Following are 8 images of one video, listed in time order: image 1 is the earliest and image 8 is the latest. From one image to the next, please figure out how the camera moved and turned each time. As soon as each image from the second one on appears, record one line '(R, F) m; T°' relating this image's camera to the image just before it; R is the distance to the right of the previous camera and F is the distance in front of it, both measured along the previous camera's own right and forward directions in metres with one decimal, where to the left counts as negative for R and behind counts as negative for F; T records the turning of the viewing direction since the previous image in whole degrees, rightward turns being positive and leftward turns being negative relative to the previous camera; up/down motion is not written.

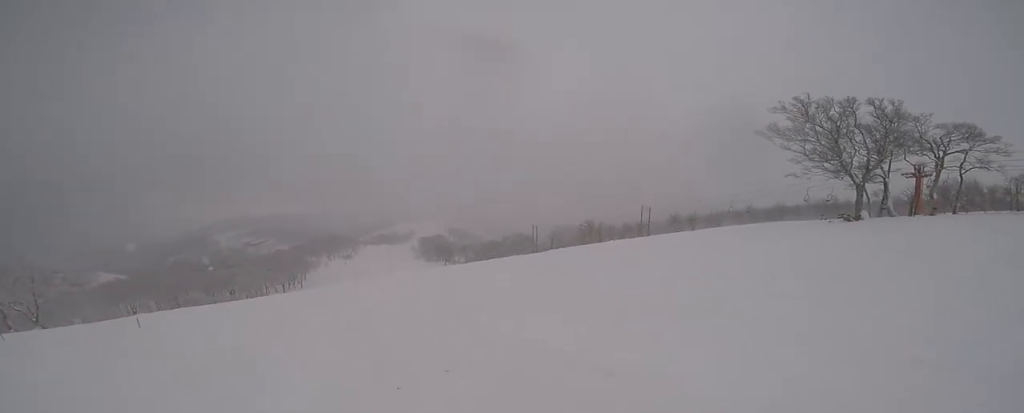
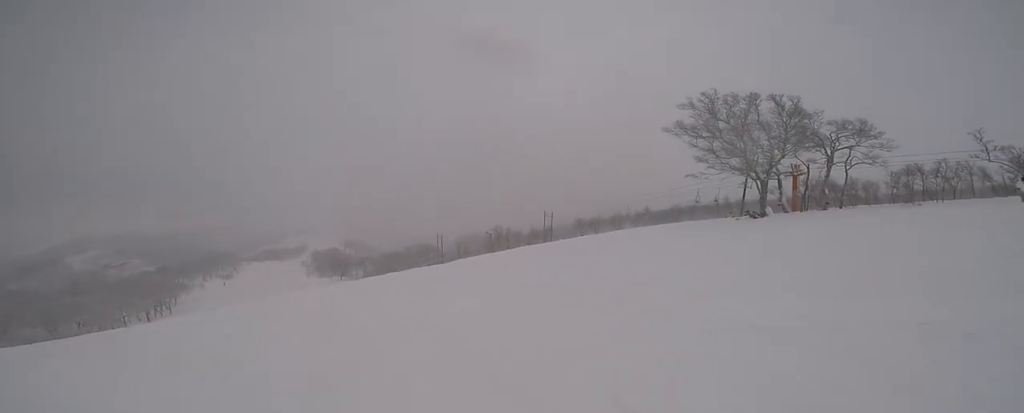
(+0.5, +3.3) m; +24°
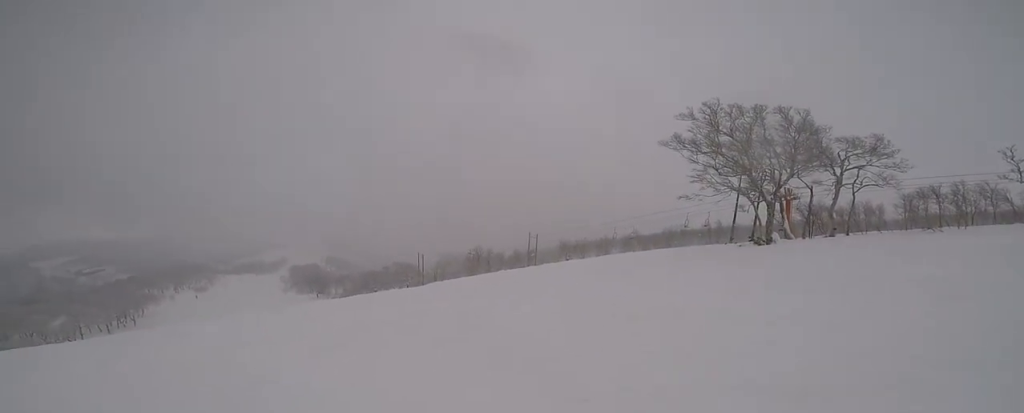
(+1.1, +3.6) m; +15°
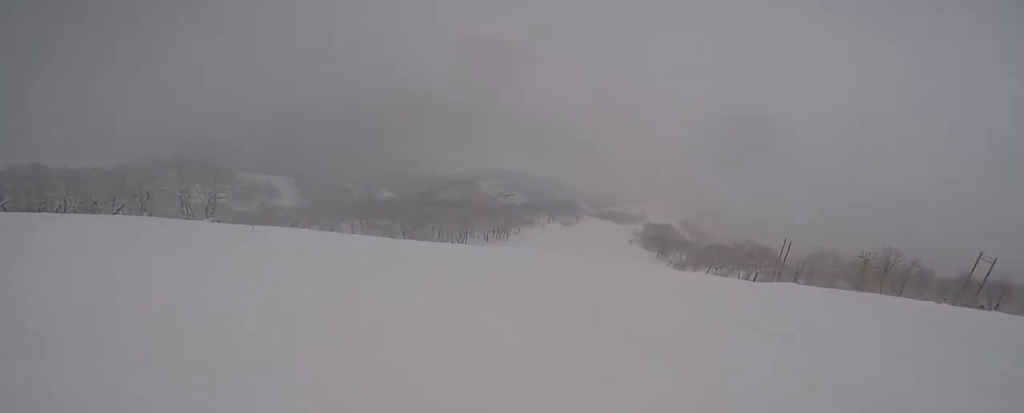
(-1.4, +11.1) m; -42°
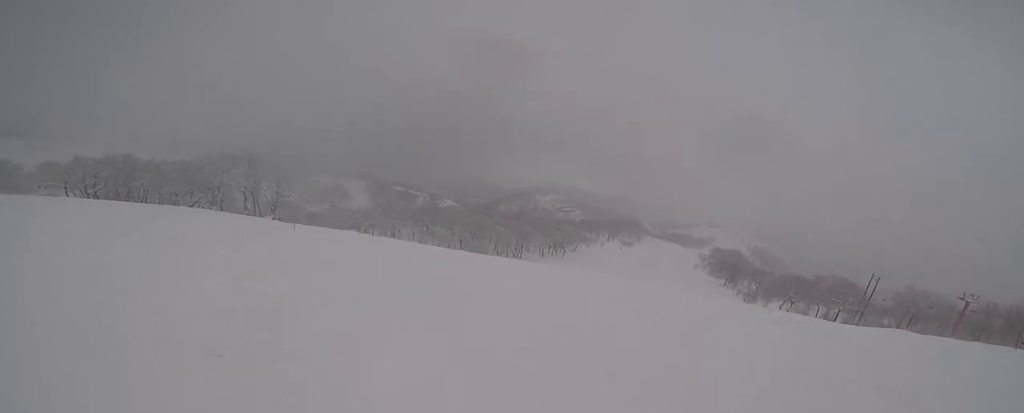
(-0.7, +2.7) m; -11°
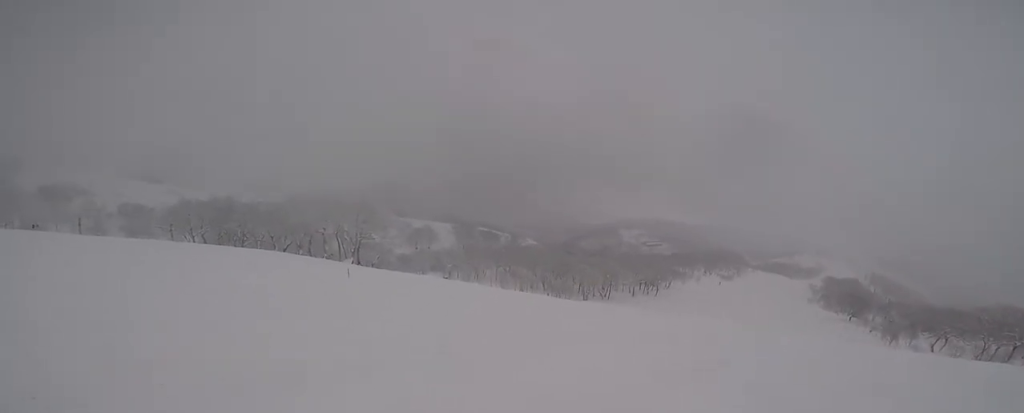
(-1.0, +5.5) m; -19°
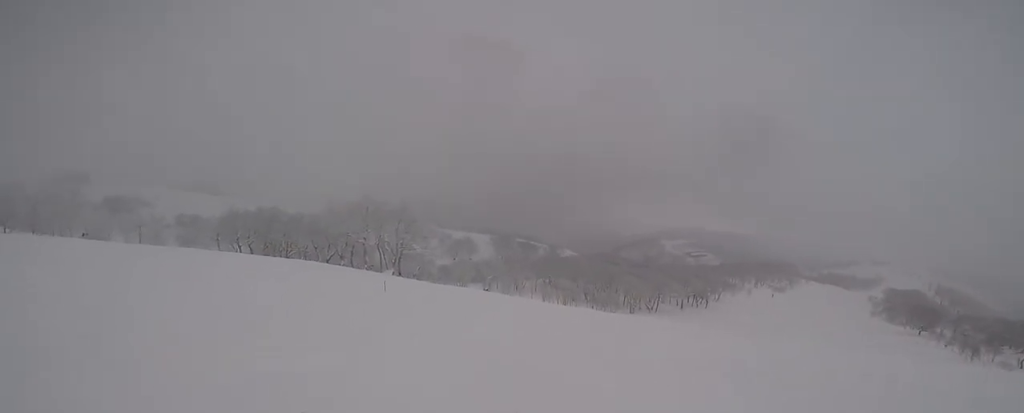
(+0.3, +2.9) m; -9°
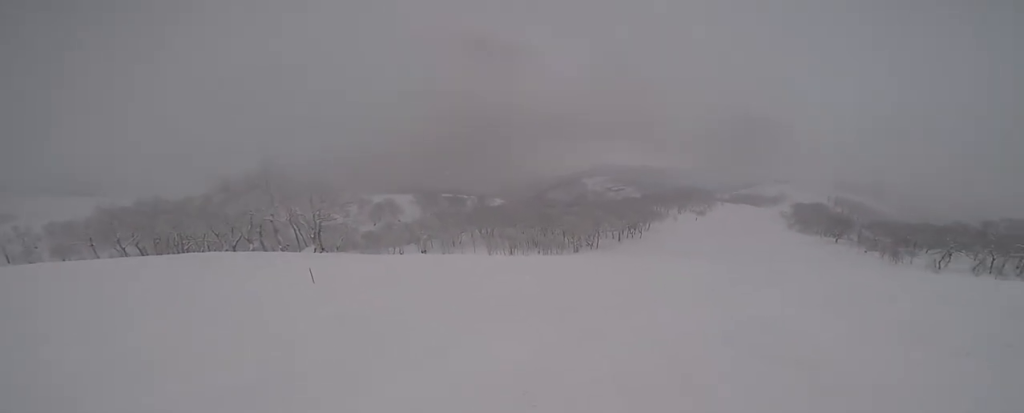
(-1.3, +4.8) m; -1°
